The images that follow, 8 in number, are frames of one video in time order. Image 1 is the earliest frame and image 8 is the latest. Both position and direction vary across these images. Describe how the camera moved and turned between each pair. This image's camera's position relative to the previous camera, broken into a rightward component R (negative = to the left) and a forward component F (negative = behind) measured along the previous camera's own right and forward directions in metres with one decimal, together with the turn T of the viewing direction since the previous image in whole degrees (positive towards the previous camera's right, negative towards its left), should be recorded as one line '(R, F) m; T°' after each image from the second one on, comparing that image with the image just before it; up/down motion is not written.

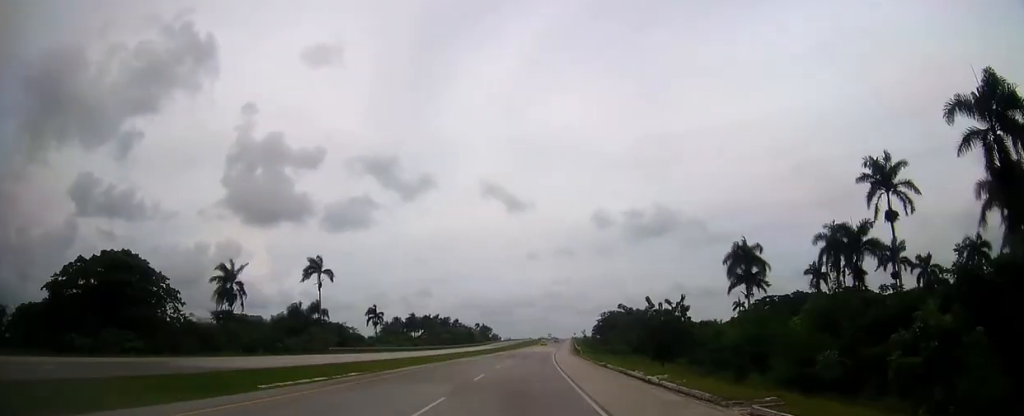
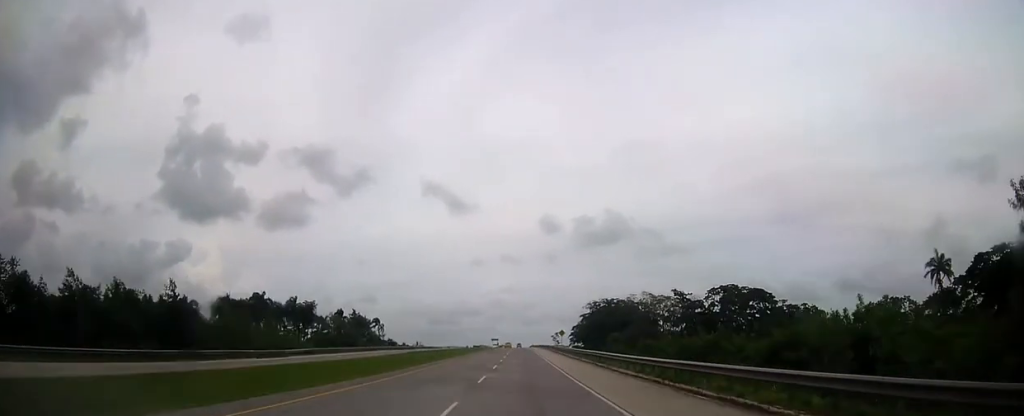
(+7.1, +155.5) m; +4°
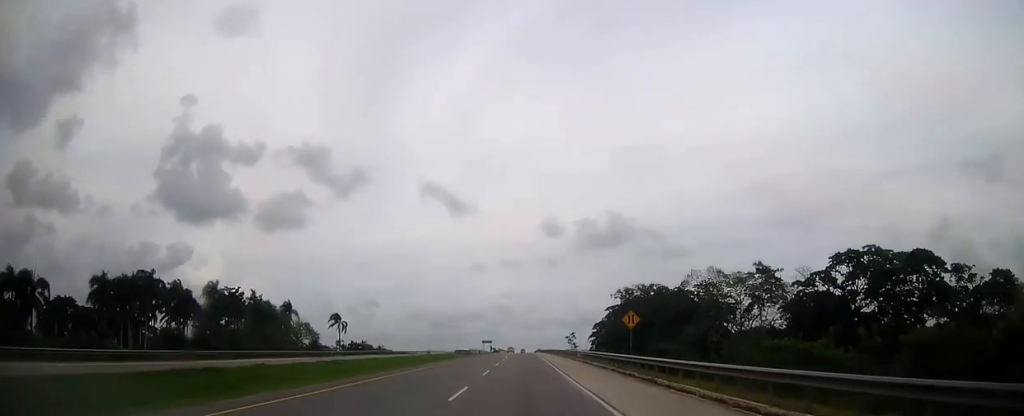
(+0.3, +55.5) m; 0°
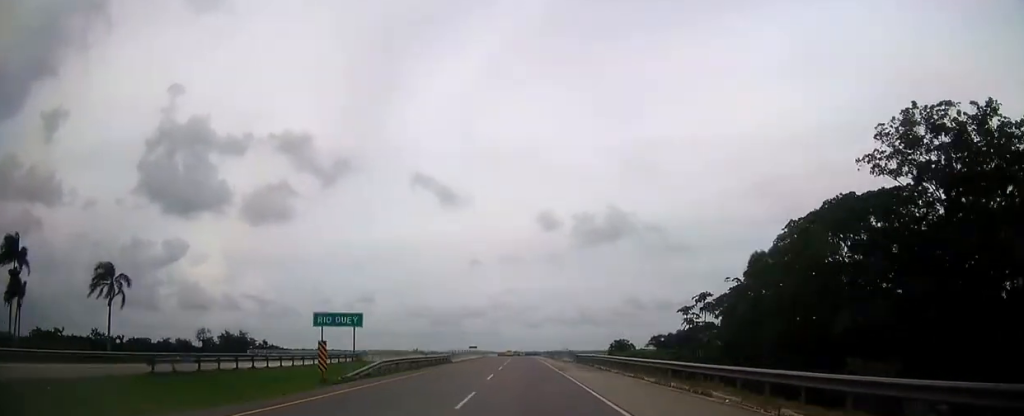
(-0.1, +109.3) m; 0°
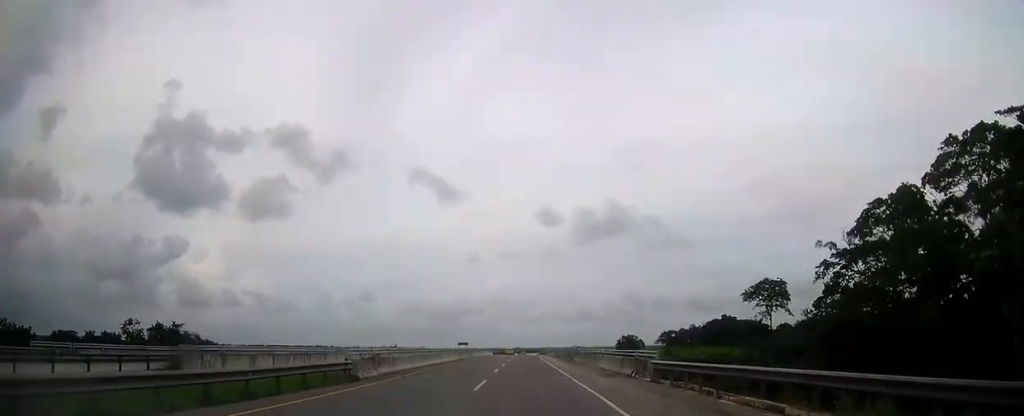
(+0.1, +29.6) m; 0°
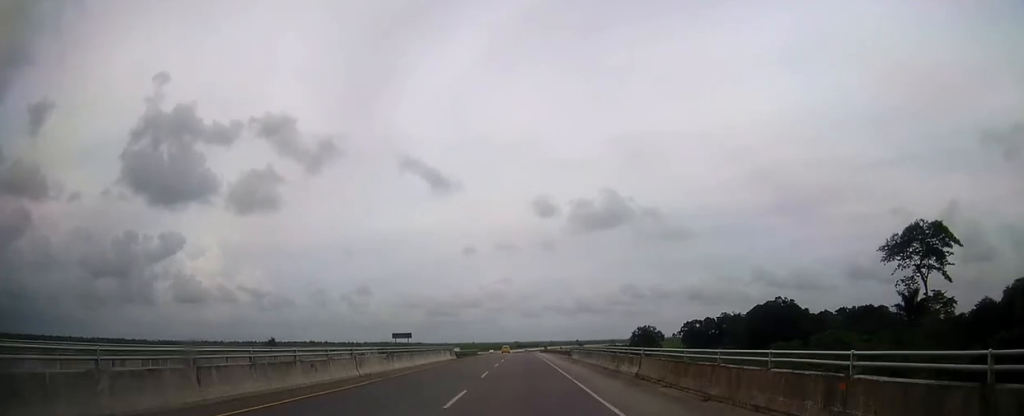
(+0.1, +65.2) m; 0°
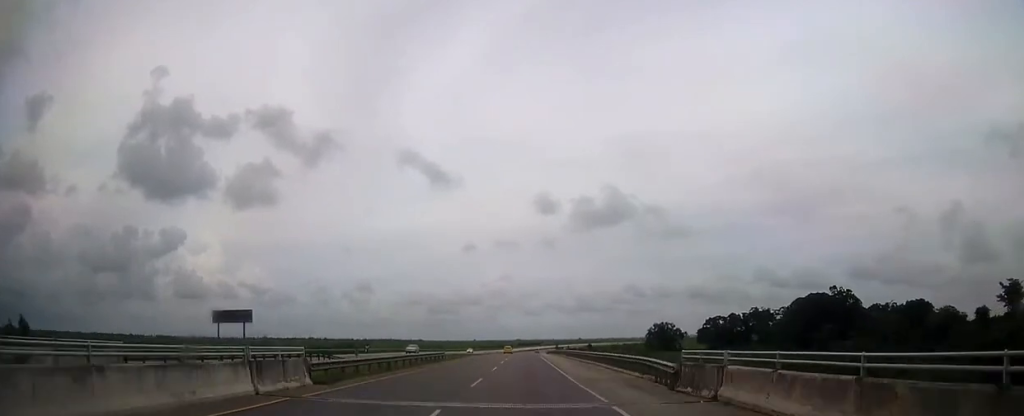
(0.0, +42.0) m; 0°
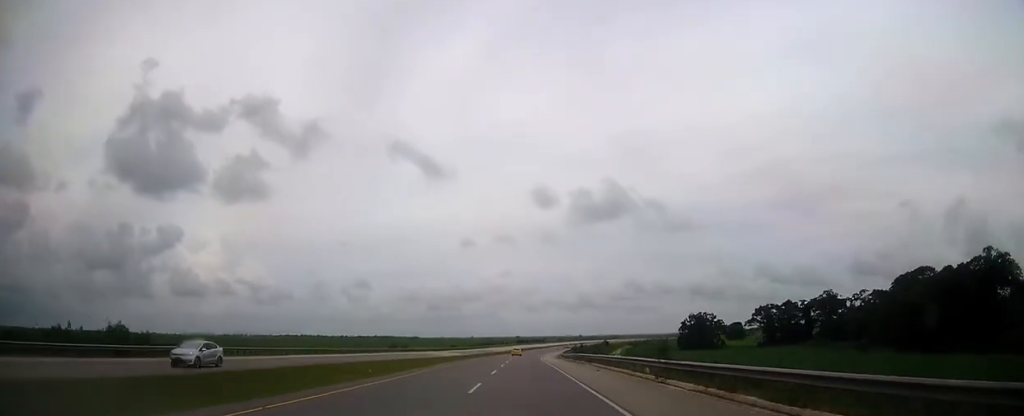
(0.0, +74.5) m; 0°
